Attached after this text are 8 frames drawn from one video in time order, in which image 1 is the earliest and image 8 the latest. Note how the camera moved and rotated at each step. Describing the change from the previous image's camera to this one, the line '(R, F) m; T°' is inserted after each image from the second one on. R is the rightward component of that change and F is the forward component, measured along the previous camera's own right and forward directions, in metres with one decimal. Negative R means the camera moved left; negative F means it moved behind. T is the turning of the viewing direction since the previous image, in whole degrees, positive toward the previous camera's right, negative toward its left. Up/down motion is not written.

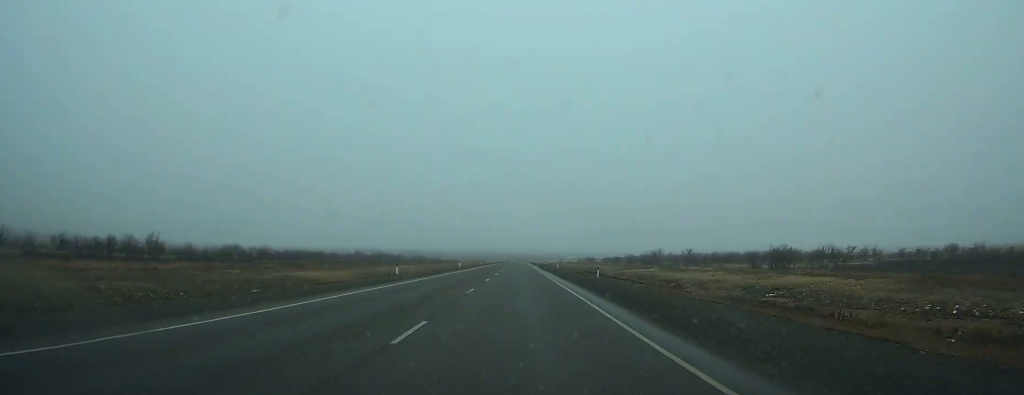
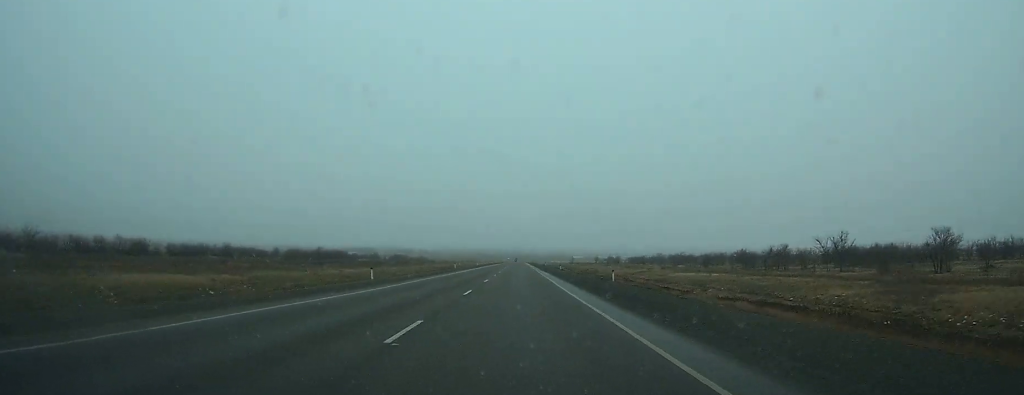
(-0.2, +107.2) m; 0°
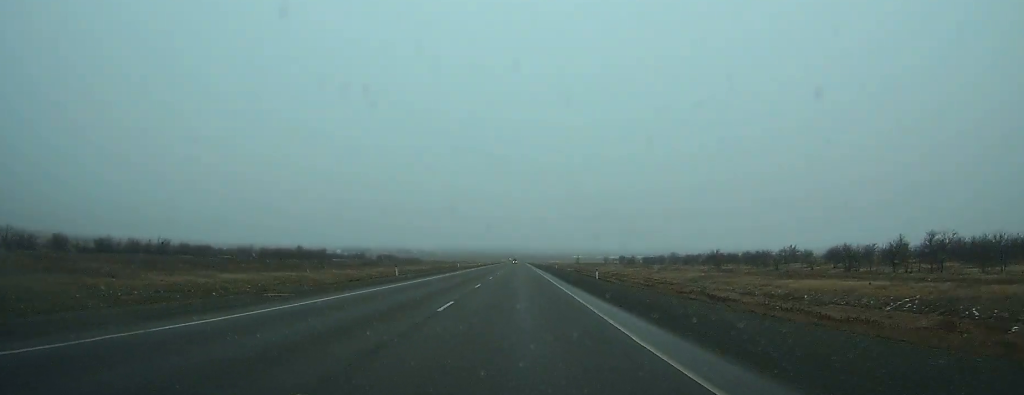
(0.0, +41.6) m; 0°
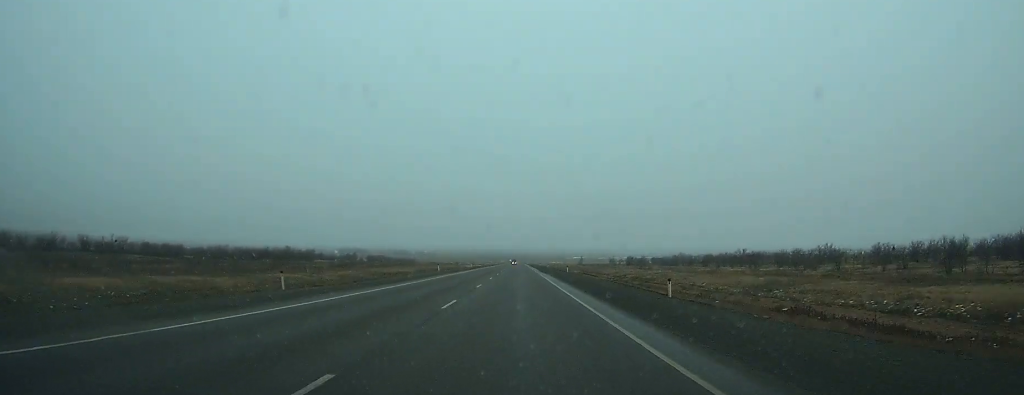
(0.0, +23.5) m; 0°
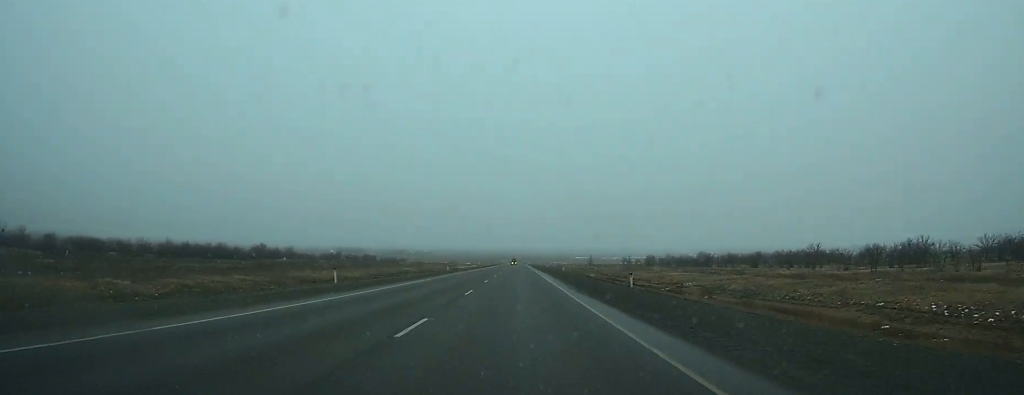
(0.0, +45.1) m; 0°
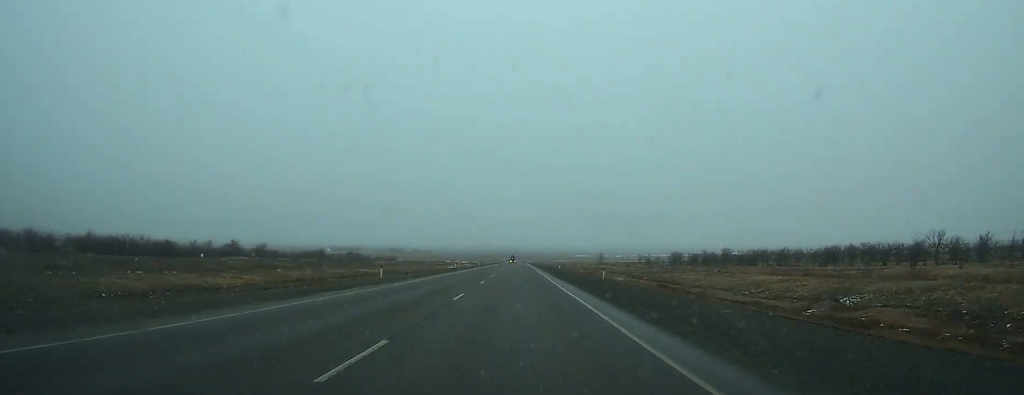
(0.0, +43.5) m; 0°
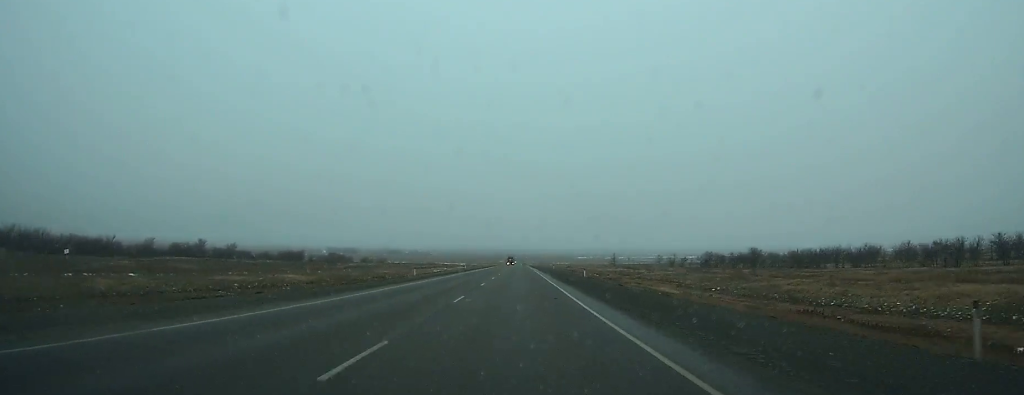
(-0.1, +38.5) m; 0°
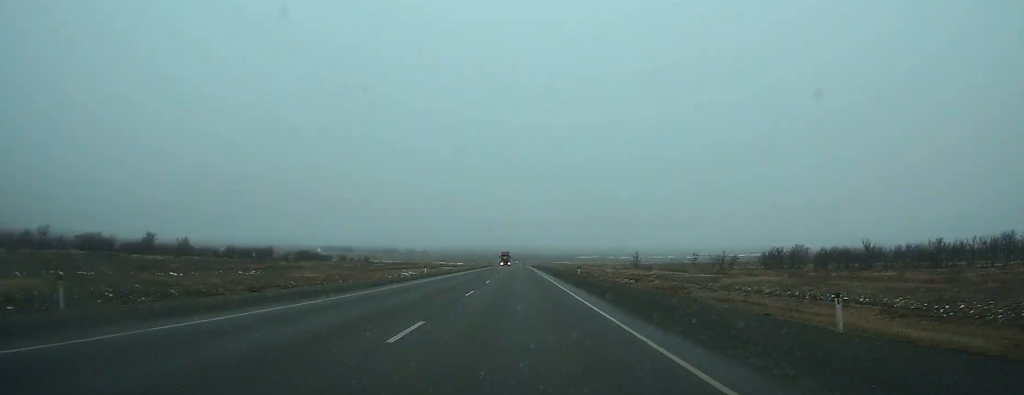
(0.0, +46.3) m; 0°
